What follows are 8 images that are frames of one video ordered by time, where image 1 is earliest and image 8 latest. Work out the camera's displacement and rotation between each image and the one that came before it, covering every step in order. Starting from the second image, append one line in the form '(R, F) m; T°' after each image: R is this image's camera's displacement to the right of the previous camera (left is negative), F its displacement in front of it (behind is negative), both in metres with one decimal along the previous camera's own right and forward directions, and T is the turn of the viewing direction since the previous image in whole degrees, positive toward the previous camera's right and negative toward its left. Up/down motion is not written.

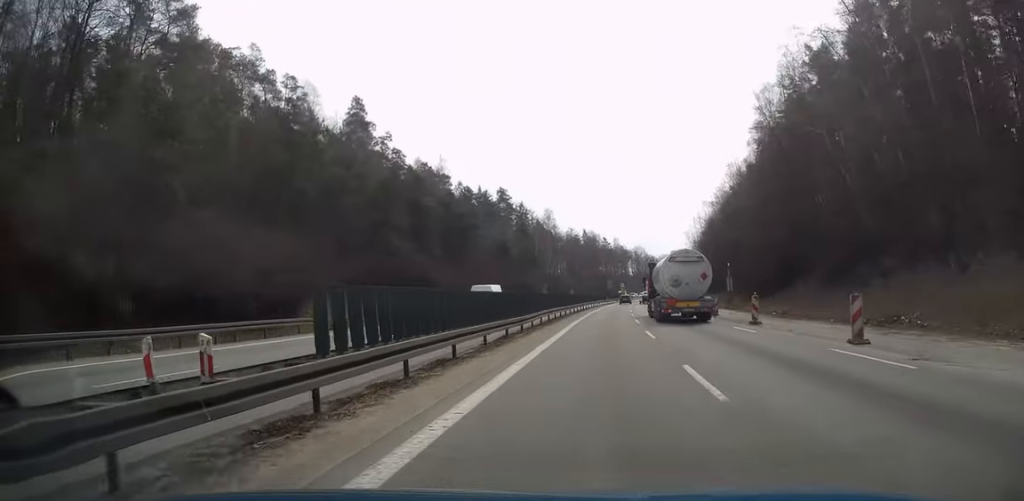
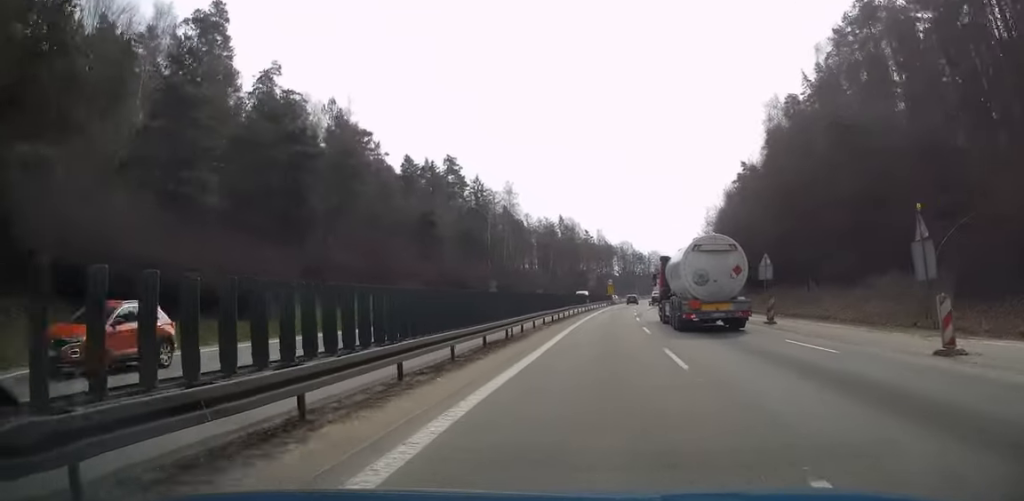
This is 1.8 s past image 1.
(+0.3, +44.2) m; +1°
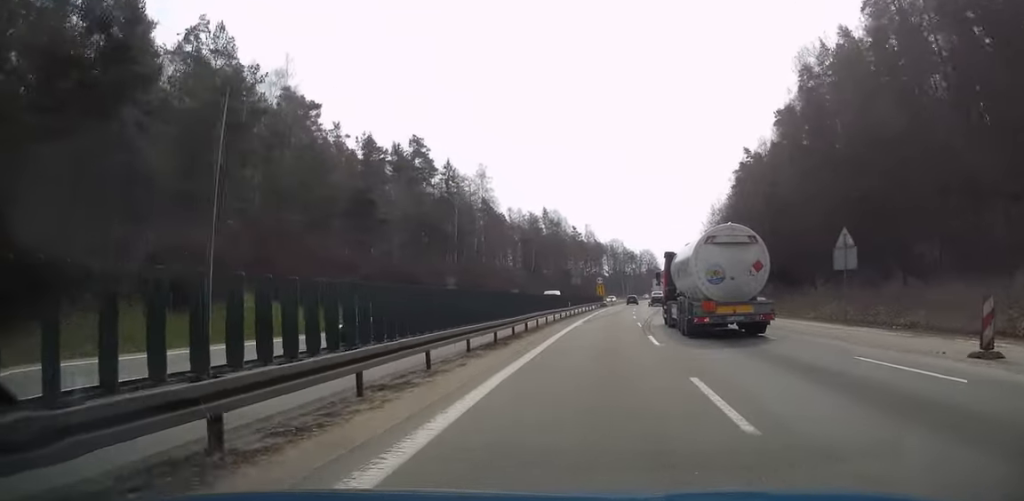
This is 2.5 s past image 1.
(0.0, +17.7) m; 0°
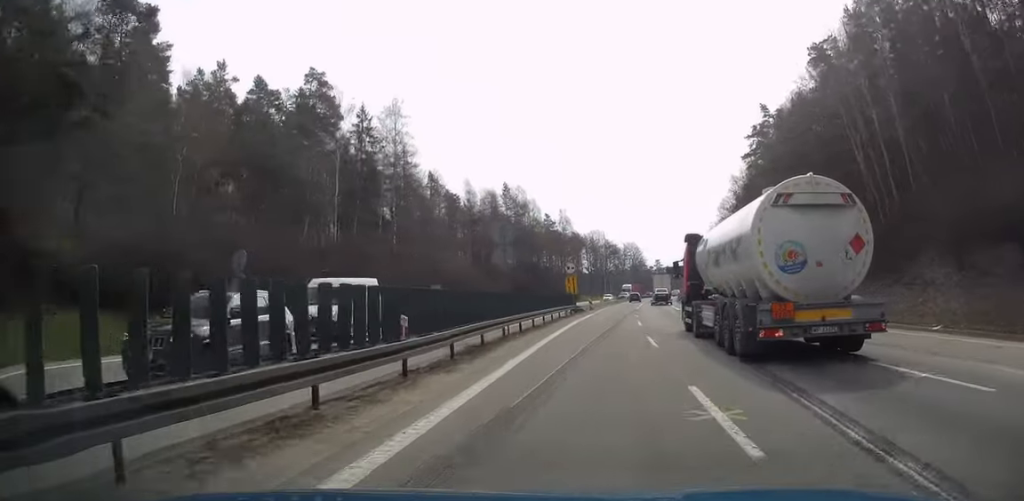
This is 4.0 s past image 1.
(+0.6, +37.0) m; +2°
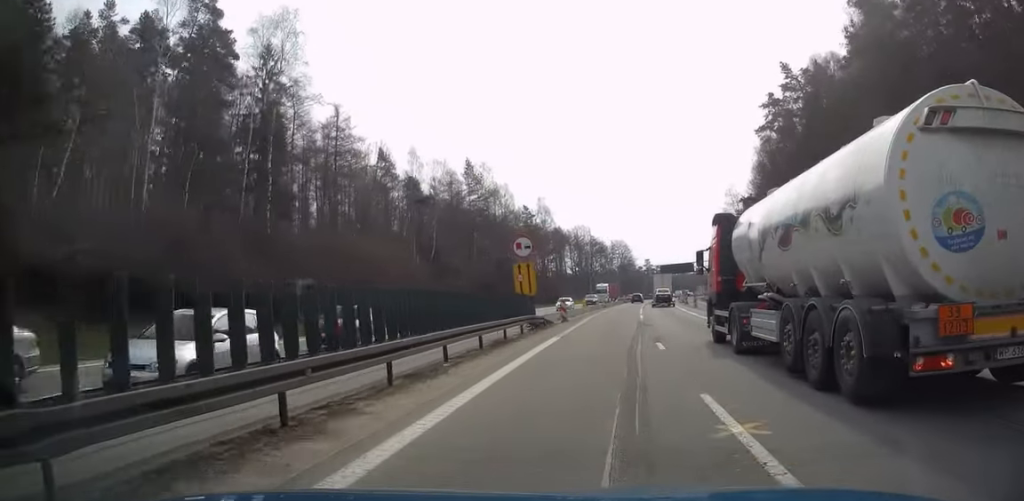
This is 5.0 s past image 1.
(+0.4, +24.7) m; +1°
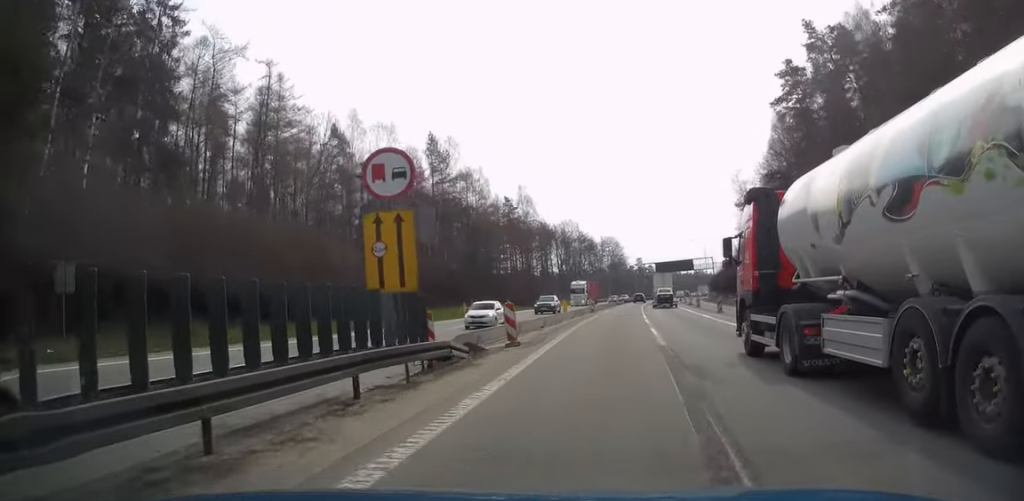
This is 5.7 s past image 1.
(0.0, +17.7) m; +1°
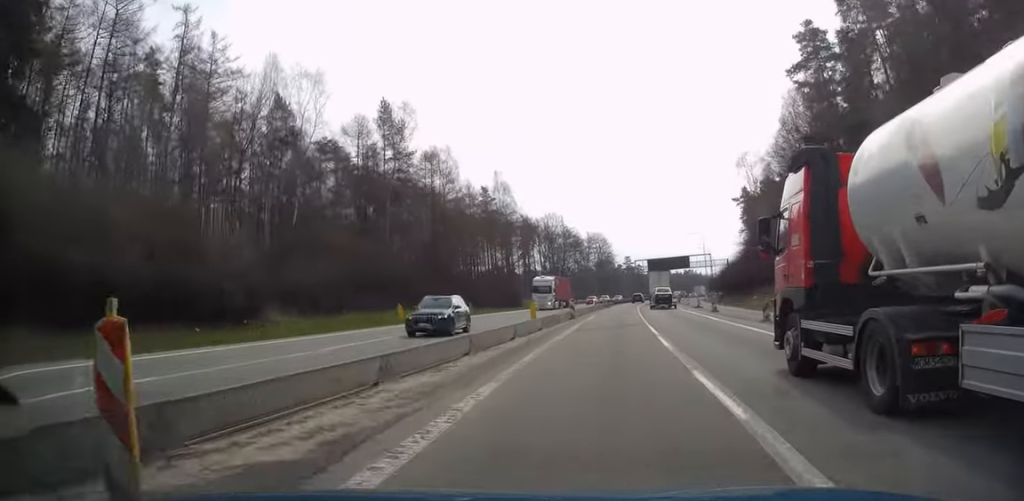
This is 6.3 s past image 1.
(+0.2, +15.6) m; +1°
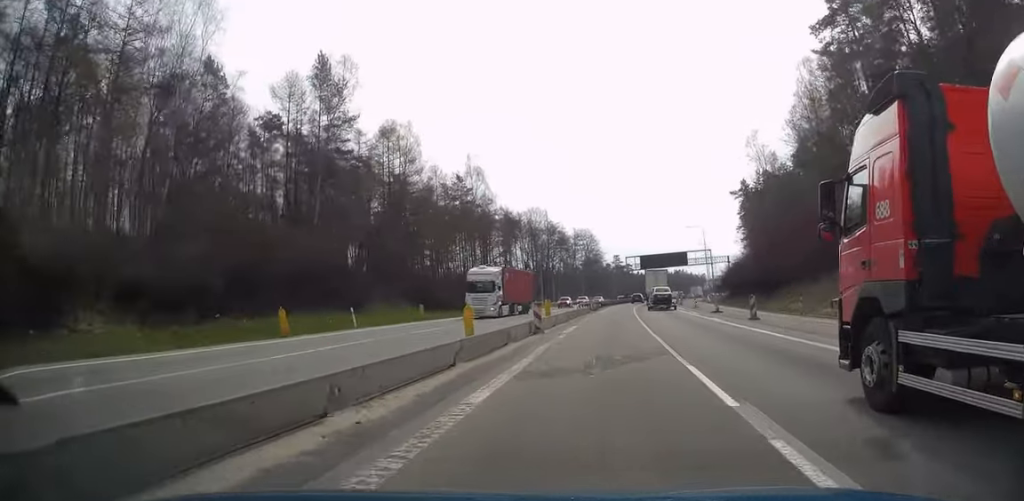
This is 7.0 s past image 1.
(+0.1, +15.2) m; +1°
